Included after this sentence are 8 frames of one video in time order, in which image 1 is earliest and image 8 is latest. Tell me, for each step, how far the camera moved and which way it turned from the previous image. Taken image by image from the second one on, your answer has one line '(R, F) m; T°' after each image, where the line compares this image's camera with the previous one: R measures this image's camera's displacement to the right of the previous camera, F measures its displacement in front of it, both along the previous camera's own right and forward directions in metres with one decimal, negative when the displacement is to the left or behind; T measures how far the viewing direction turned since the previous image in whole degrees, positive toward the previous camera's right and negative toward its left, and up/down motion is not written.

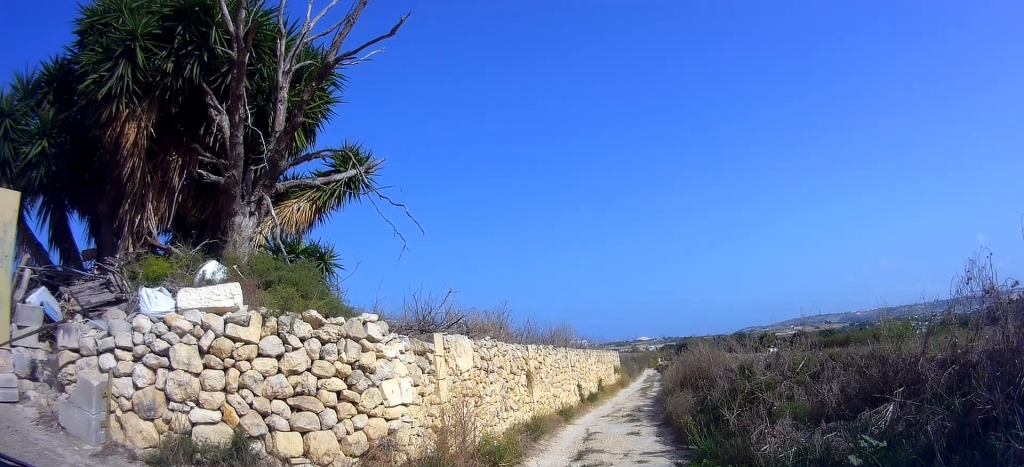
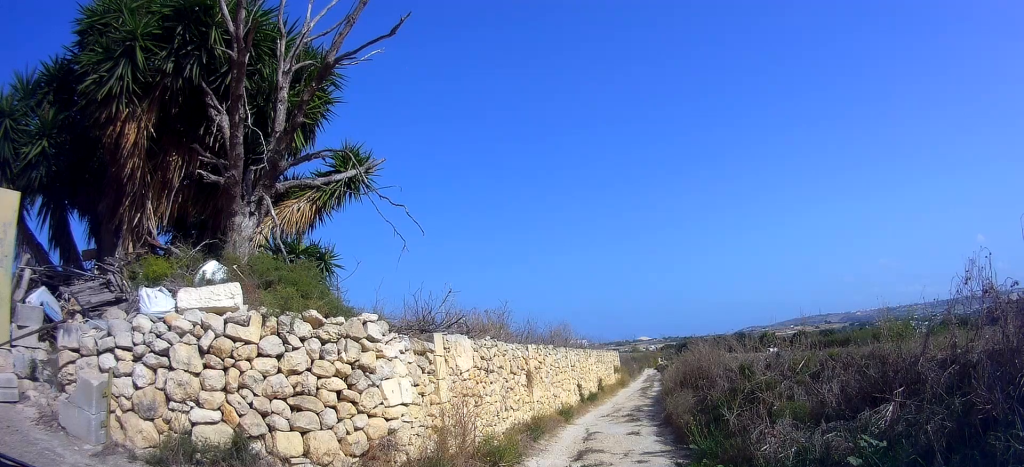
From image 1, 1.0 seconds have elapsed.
(0.0, 0.0) m; 0°
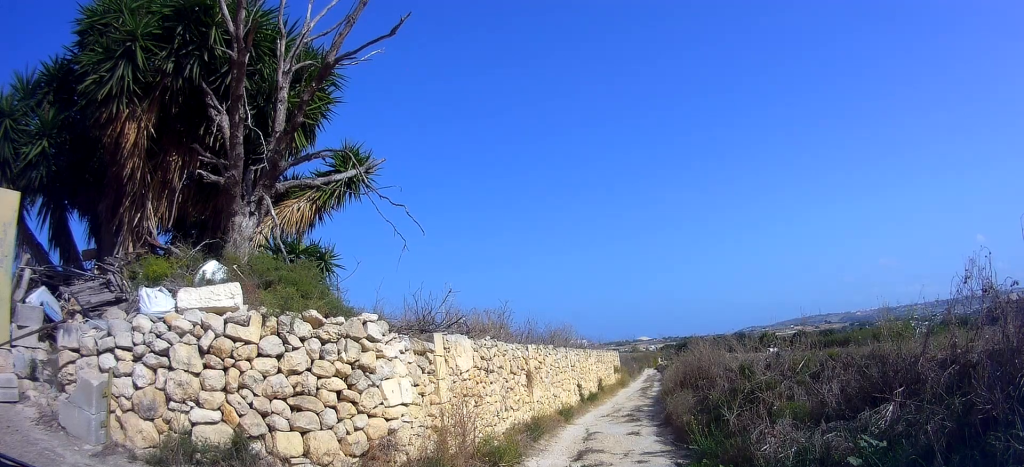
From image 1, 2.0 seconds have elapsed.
(0.0, 0.0) m; 0°
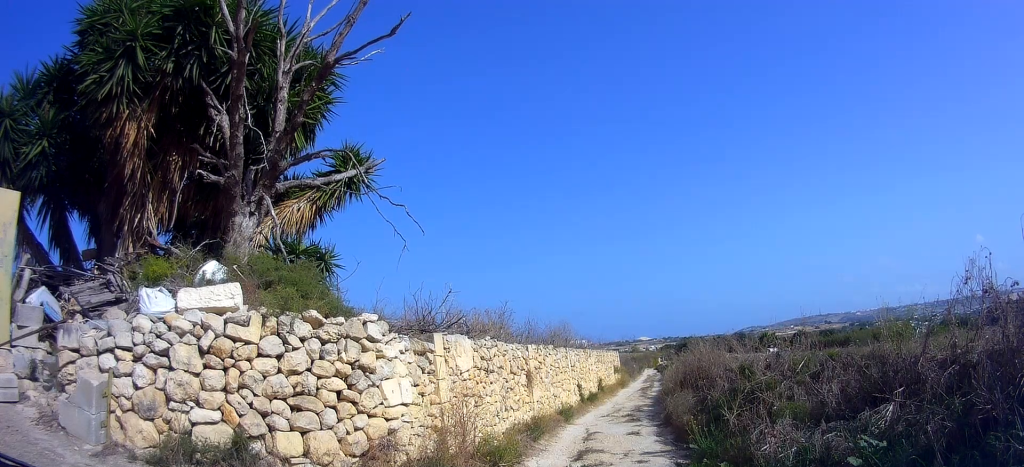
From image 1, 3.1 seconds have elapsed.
(0.0, 0.0) m; 0°
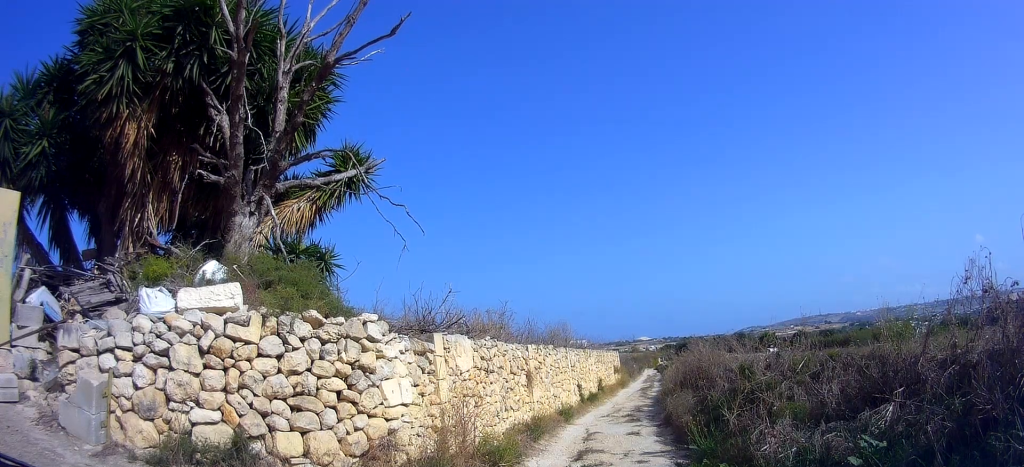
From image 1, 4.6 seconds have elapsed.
(0.0, 0.0) m; 0°
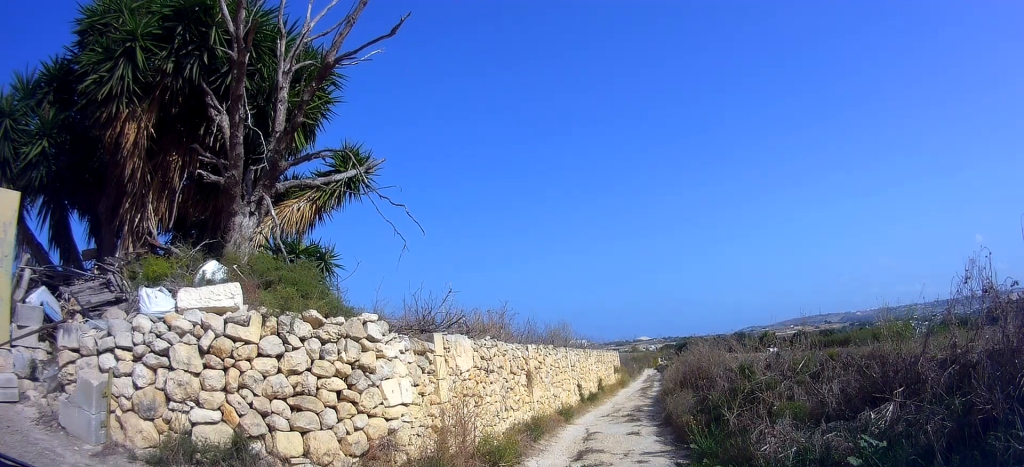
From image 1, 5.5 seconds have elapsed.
(0.0, 0.0) m; 0°
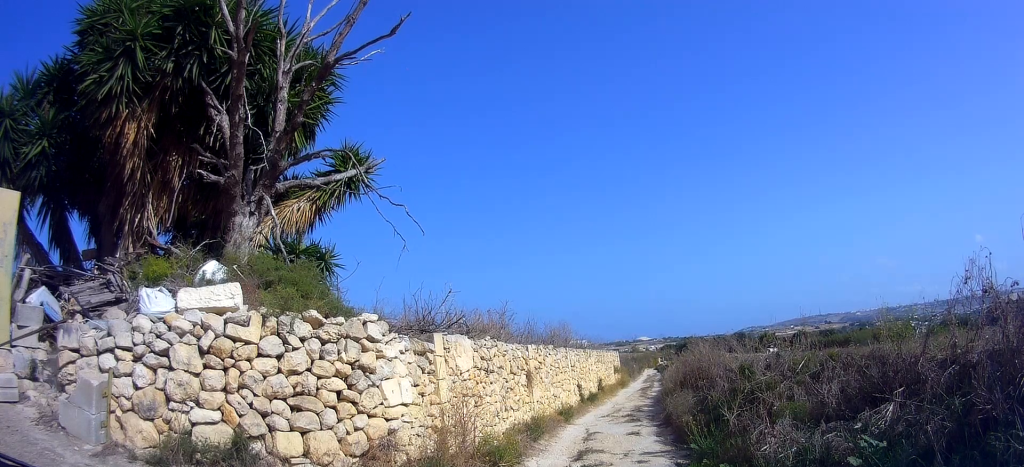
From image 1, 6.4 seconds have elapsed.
(0.0, 0.0) m; 0°
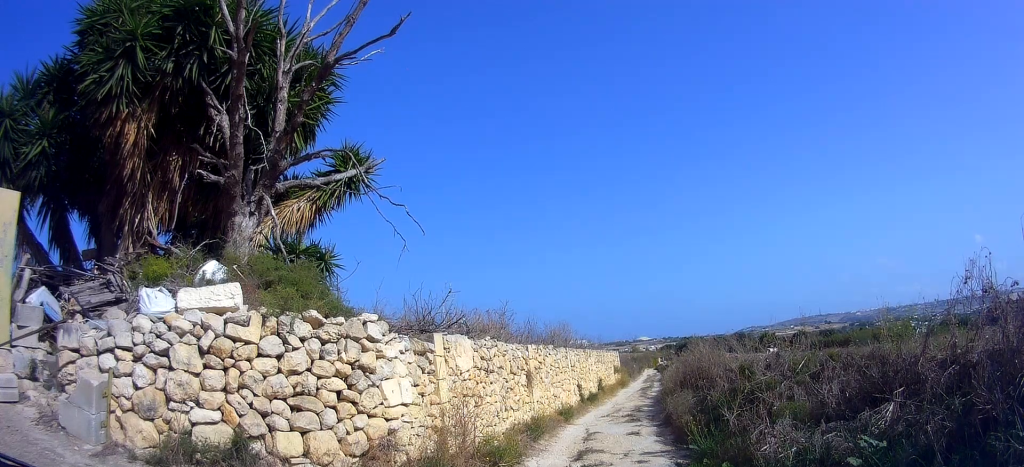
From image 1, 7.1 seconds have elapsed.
(0.0, 0.0) m; 0°
